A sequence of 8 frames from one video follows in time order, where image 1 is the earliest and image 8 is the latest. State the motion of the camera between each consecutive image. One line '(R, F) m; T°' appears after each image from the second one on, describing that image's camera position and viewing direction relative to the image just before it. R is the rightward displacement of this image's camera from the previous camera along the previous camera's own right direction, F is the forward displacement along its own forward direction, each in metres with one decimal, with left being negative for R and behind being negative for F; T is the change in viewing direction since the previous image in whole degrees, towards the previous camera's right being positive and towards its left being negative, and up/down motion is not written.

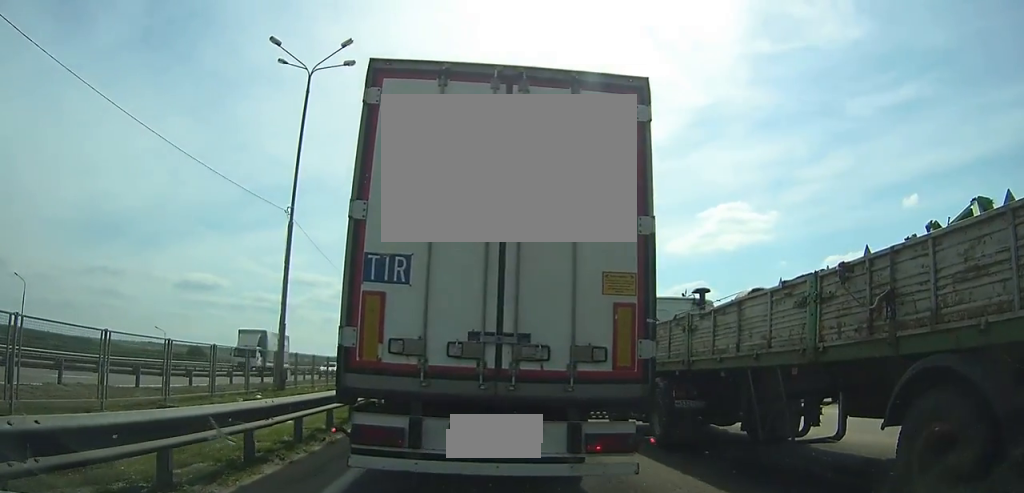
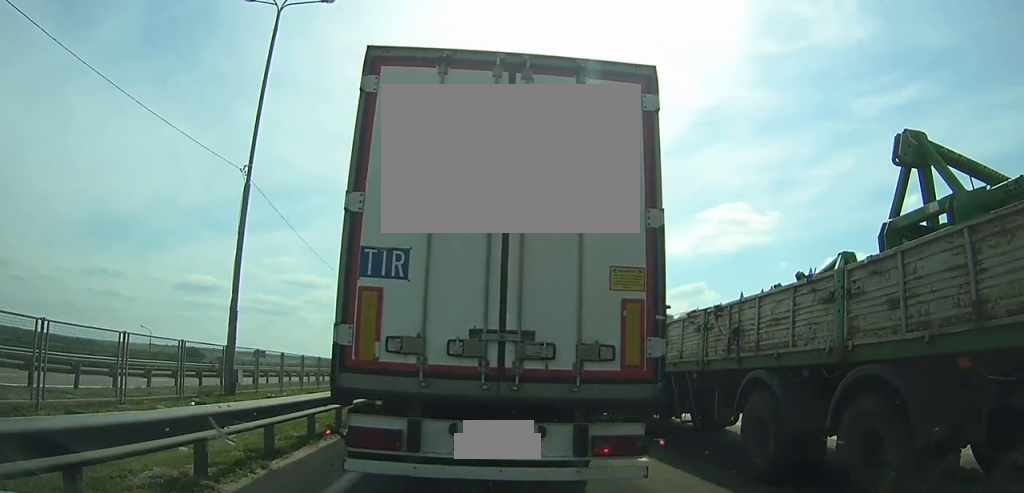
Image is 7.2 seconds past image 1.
(+0.3, +5.3) m; +2°
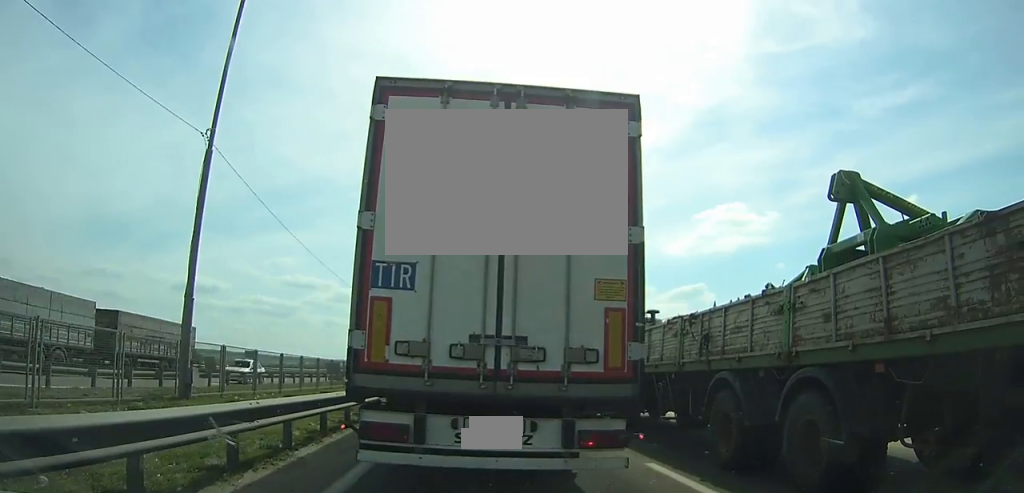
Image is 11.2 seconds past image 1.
(-0.2, +3.4) m; 0°
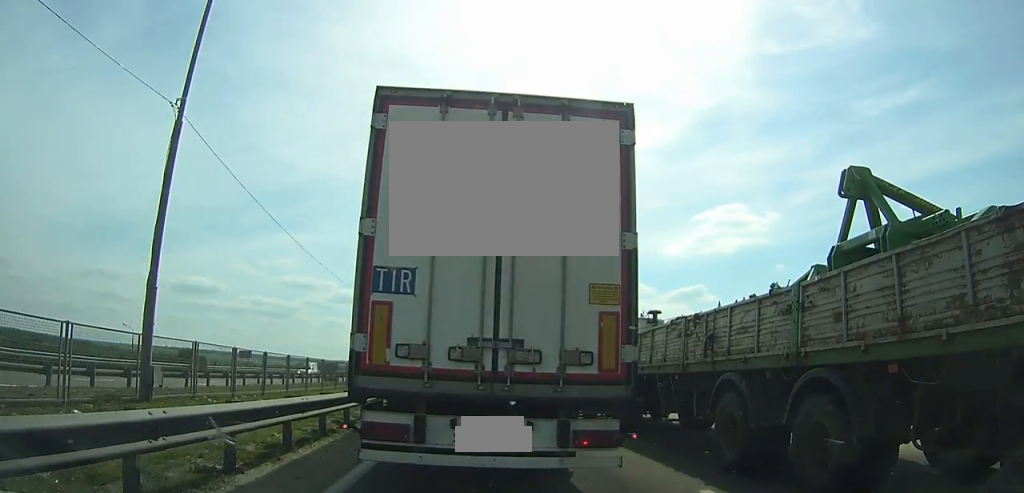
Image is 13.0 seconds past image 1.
(0.0, +1.8) m; +2°
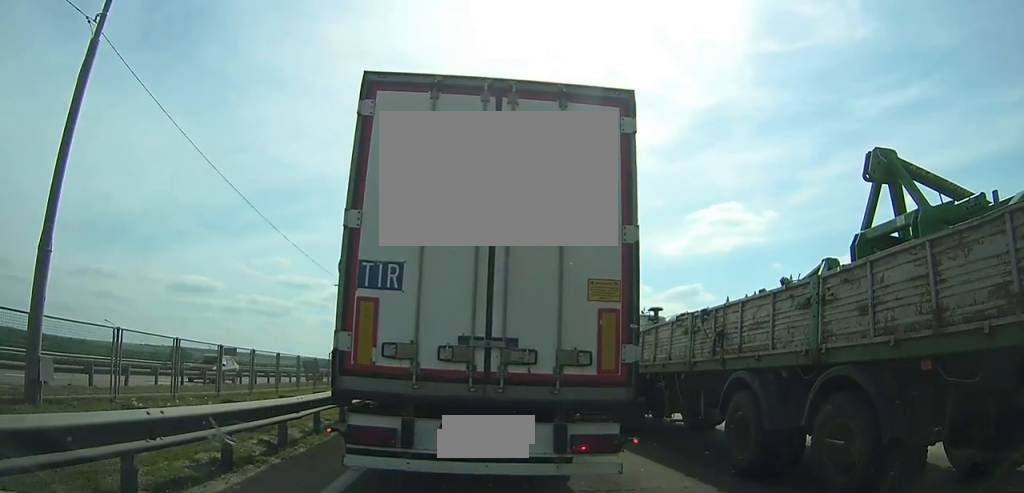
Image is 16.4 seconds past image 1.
(0.0, +4.1) m; -2°
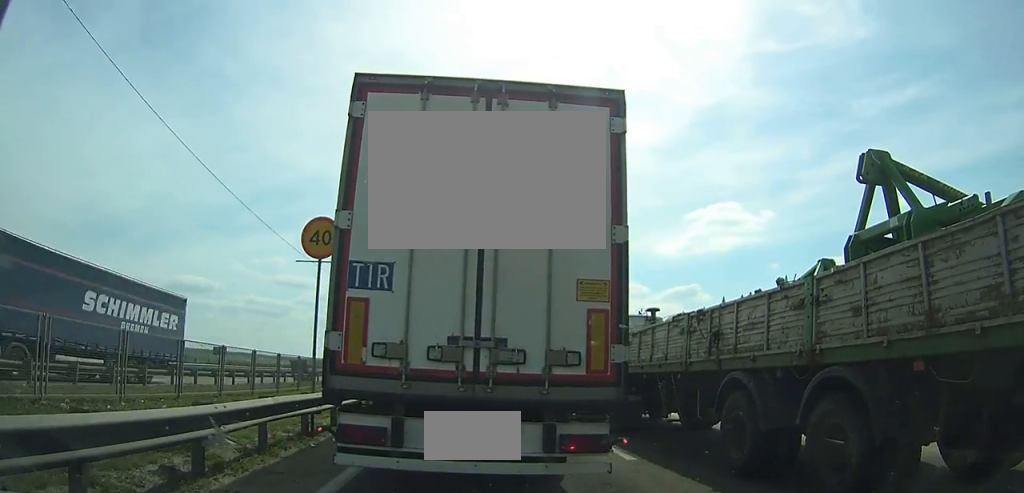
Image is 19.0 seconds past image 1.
(-0.1, +3.1) m; -2°
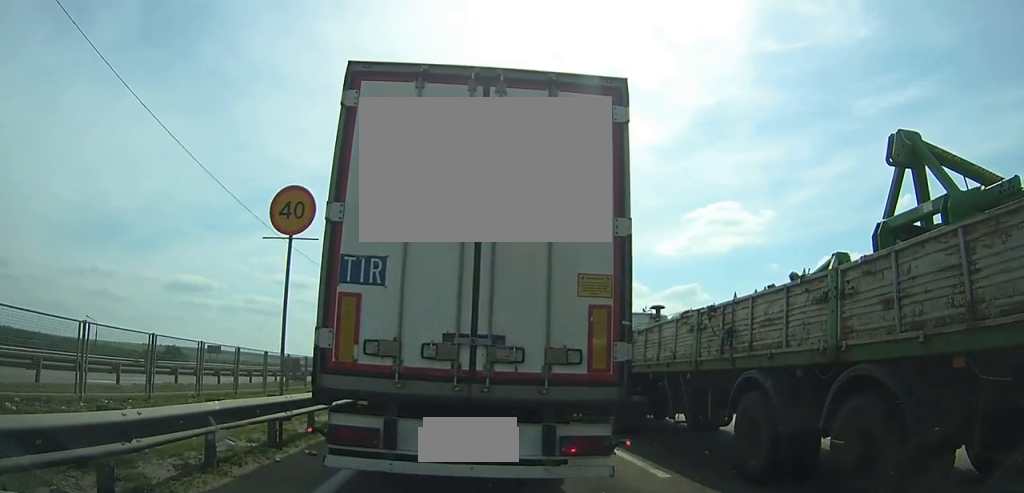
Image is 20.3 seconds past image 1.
(0.0, +1.4) m; 0°
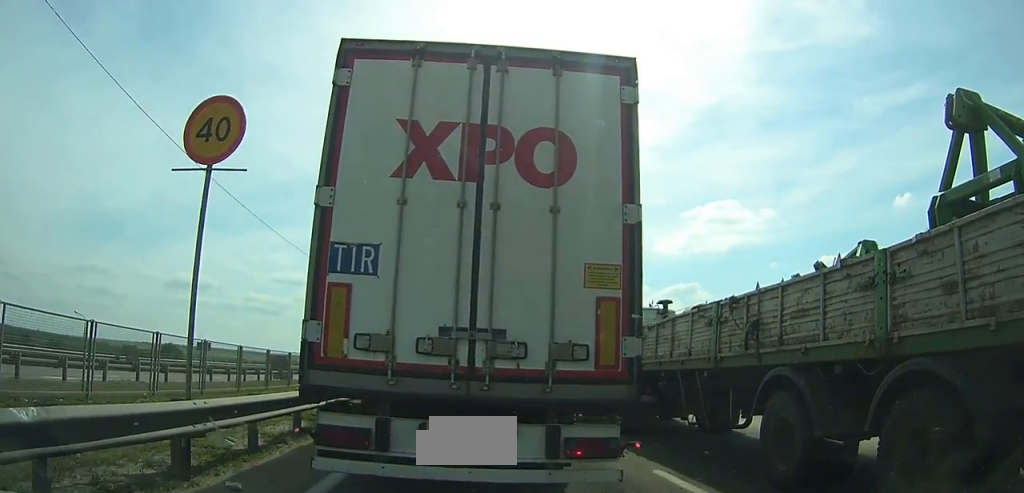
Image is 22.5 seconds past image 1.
(0.0, +2.2) m; +2°
